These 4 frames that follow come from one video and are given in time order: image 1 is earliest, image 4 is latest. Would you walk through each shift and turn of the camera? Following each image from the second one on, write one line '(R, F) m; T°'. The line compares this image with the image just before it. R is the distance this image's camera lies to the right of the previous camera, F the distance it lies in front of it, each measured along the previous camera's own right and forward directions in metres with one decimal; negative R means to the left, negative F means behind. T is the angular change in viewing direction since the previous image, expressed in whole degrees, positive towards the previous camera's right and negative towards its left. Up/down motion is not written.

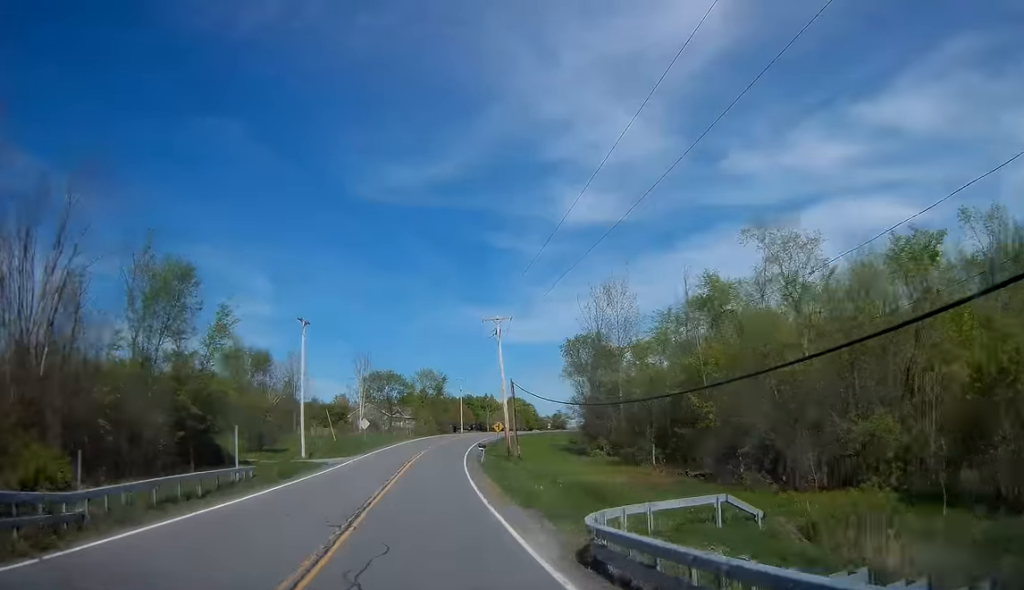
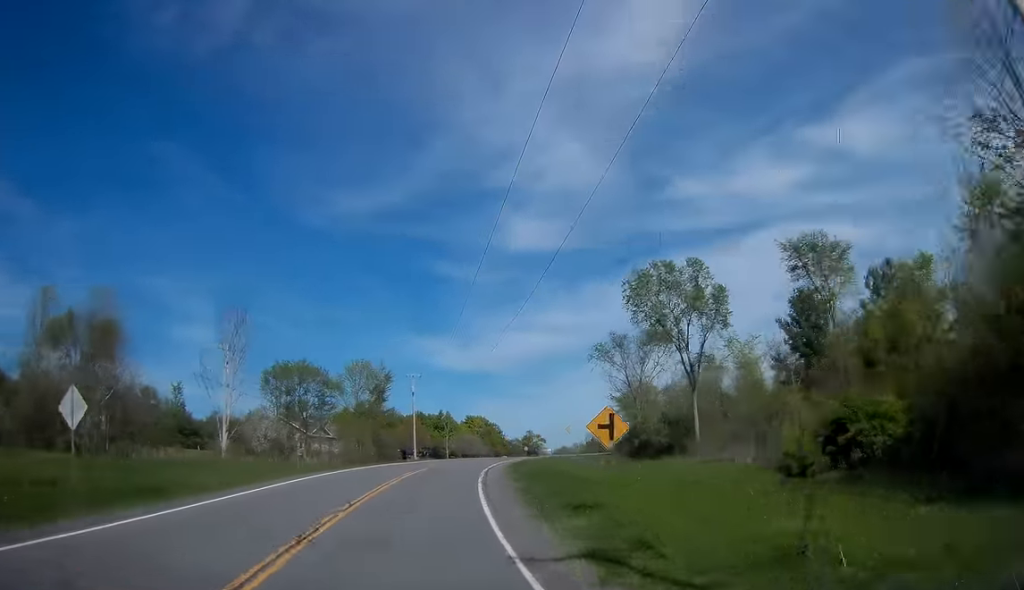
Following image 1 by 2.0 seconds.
(+2.9, +46.8) m; +6°
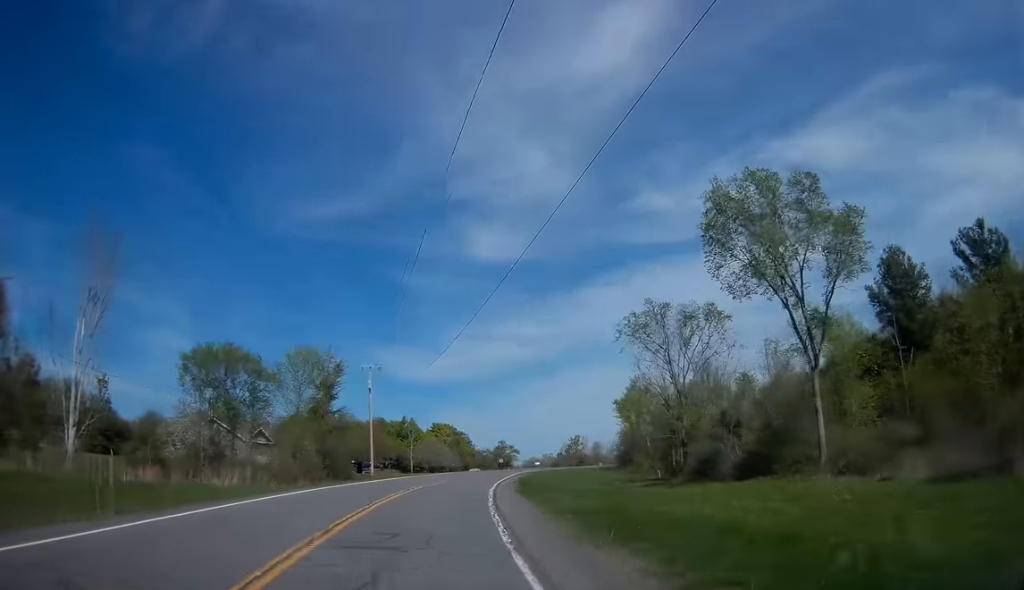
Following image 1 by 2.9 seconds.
(+0.5, +19.0) m; +3°
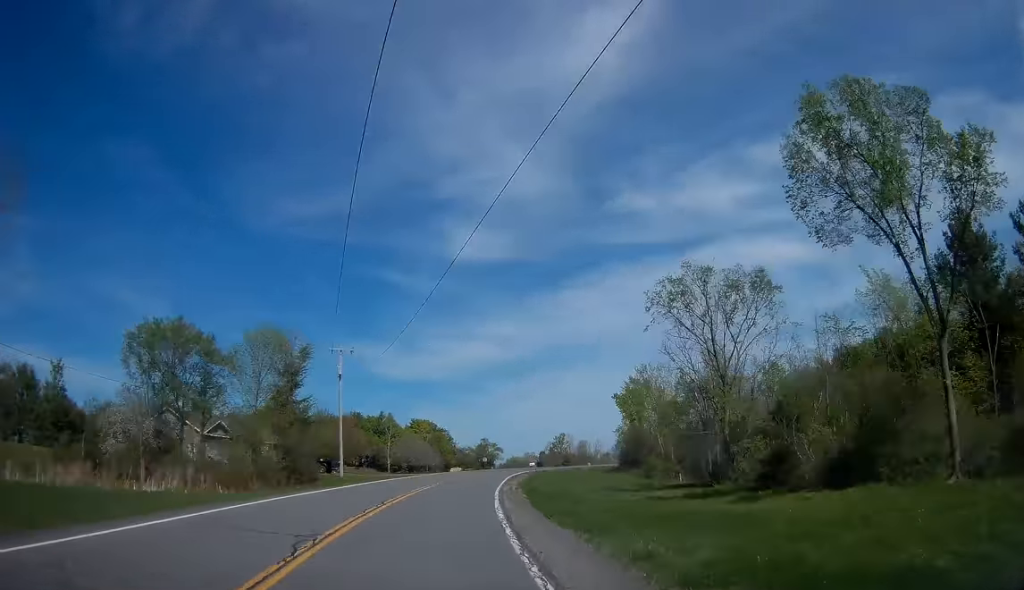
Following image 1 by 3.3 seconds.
(+0.2, +9.8) m; +1°
